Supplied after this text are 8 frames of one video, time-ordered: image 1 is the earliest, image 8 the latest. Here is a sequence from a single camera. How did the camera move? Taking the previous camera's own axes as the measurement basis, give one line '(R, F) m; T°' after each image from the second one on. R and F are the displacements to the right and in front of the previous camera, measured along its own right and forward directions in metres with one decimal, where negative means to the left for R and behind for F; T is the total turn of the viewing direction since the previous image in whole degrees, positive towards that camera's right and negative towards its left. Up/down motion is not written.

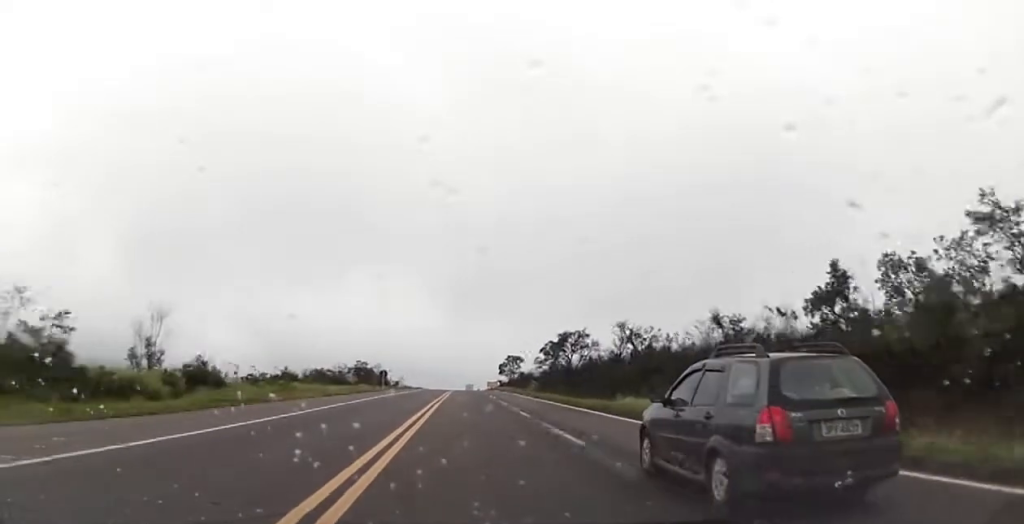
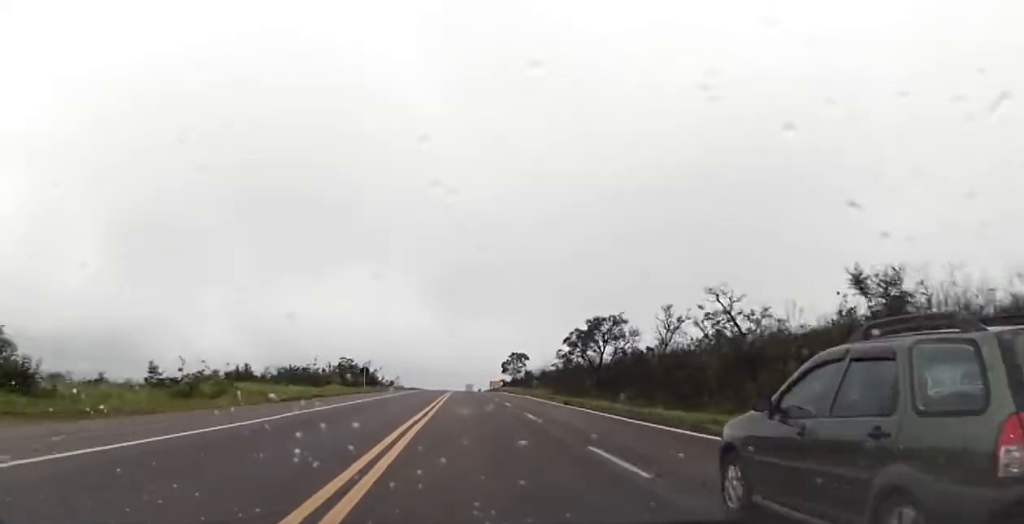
(0.0, +16.3) m; 0°
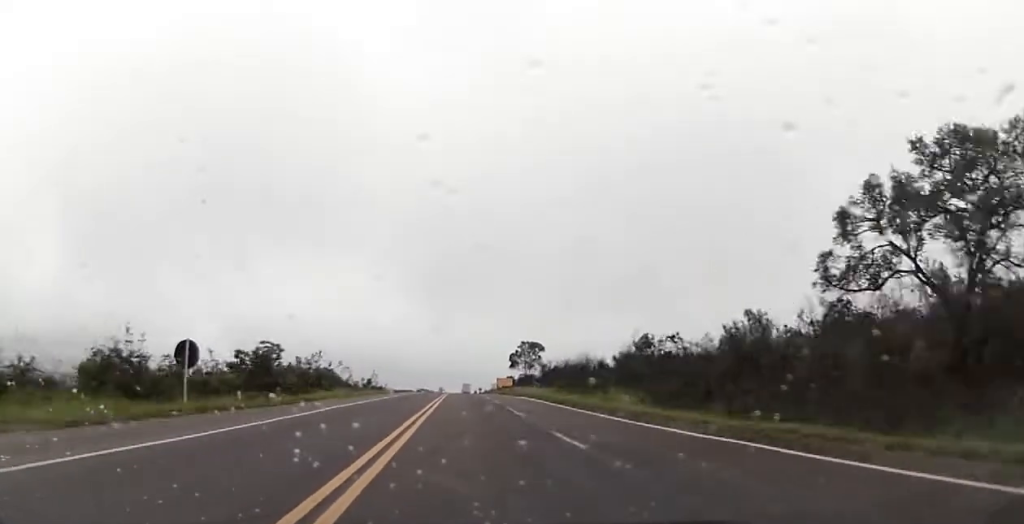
(0.0, +43.0) m; 0°
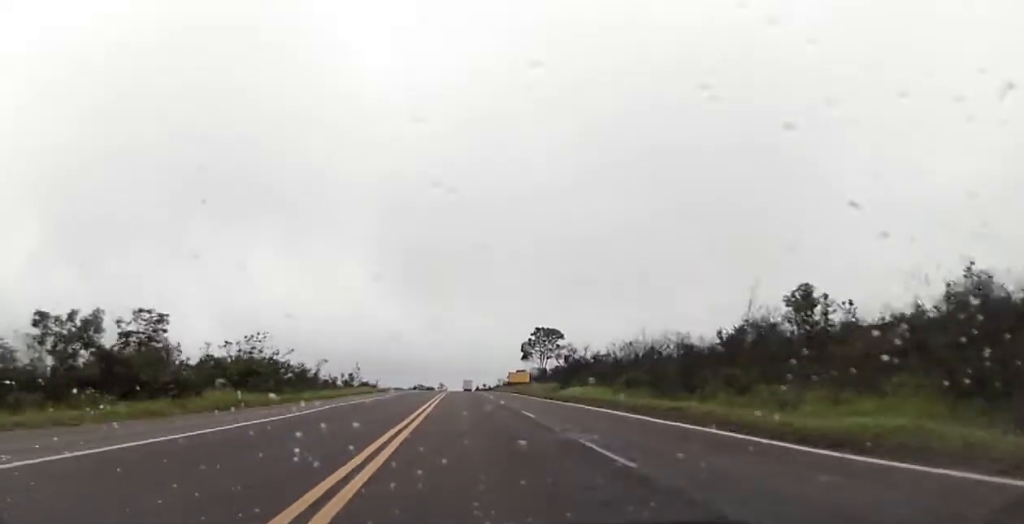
(0.0, +26.8) m; +1°
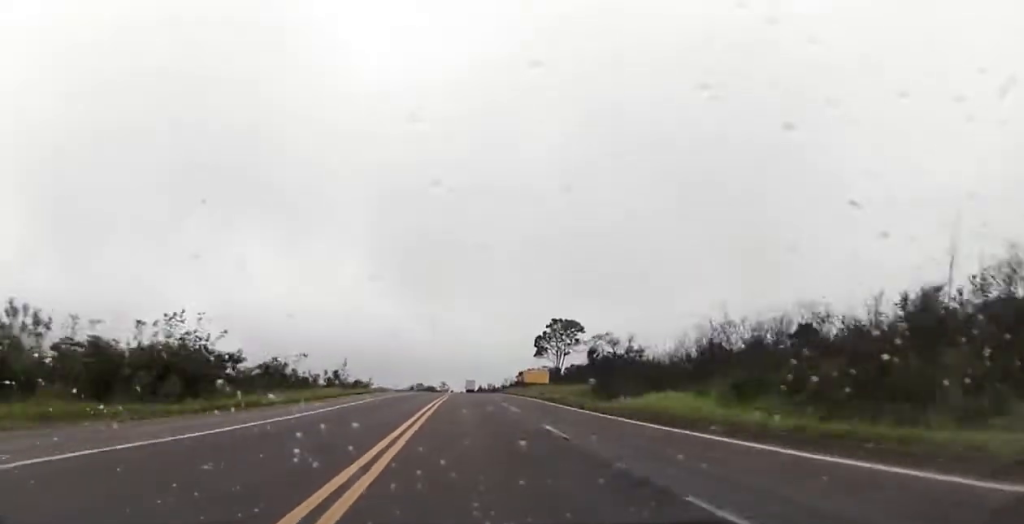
(+0.2, +17.7) m; 0°
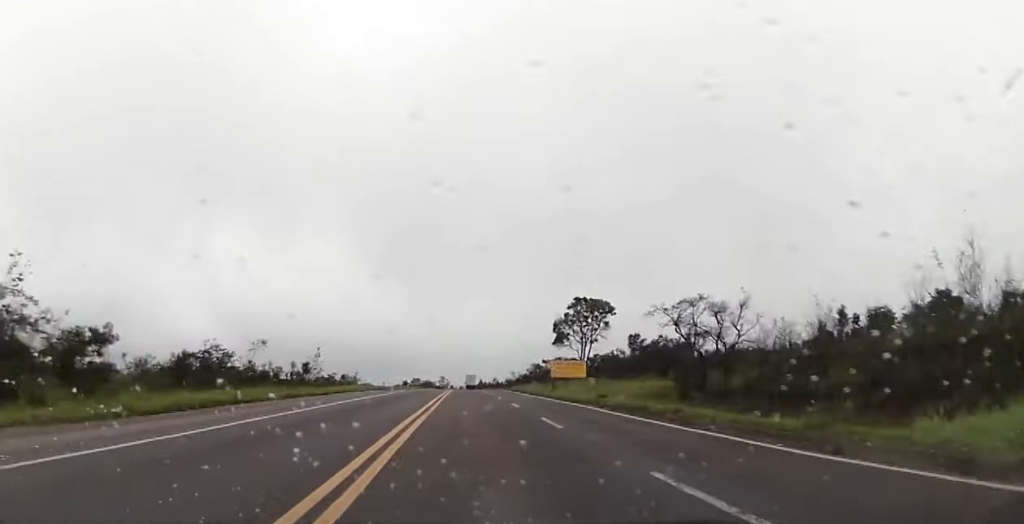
(-0.1, +22.0) m; 0°
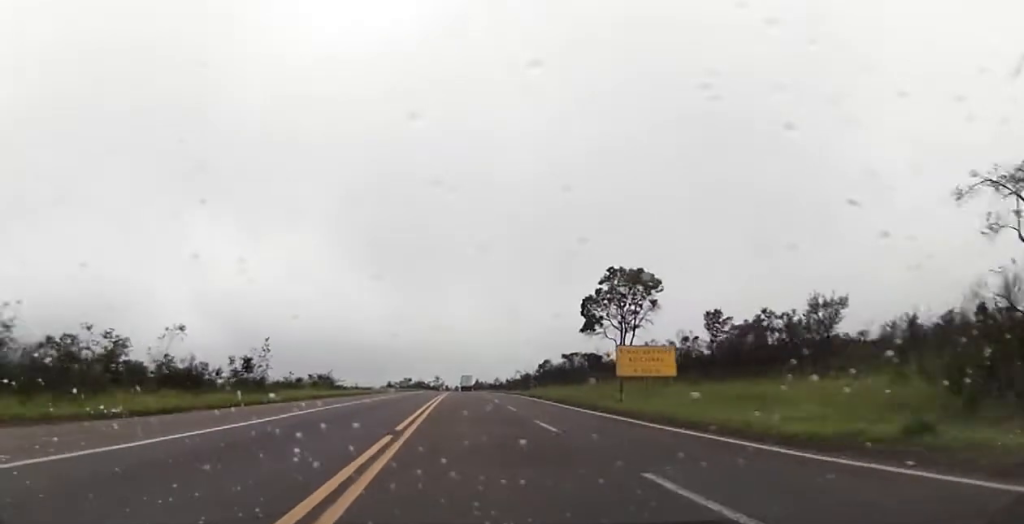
(-0.2, +23.3) m; -1°
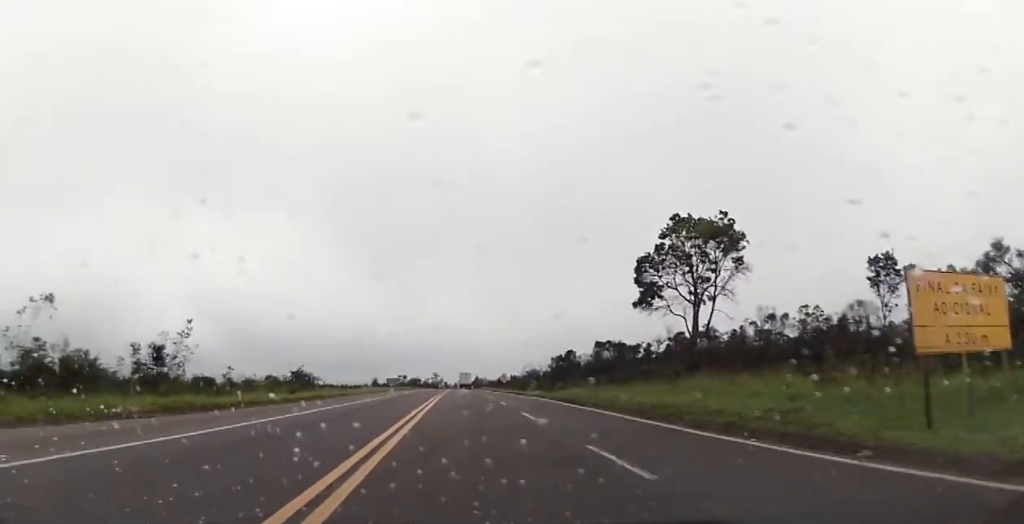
(0.0, +20.3) m; 0°
